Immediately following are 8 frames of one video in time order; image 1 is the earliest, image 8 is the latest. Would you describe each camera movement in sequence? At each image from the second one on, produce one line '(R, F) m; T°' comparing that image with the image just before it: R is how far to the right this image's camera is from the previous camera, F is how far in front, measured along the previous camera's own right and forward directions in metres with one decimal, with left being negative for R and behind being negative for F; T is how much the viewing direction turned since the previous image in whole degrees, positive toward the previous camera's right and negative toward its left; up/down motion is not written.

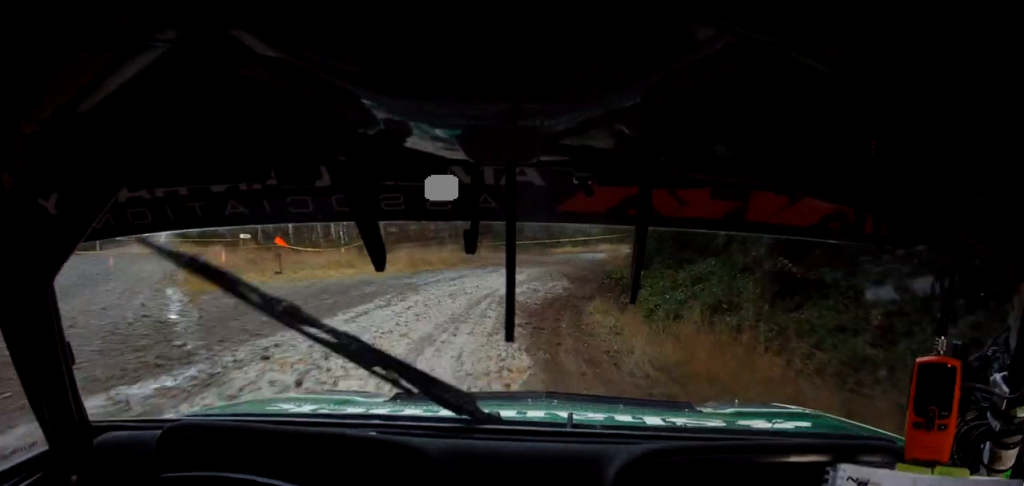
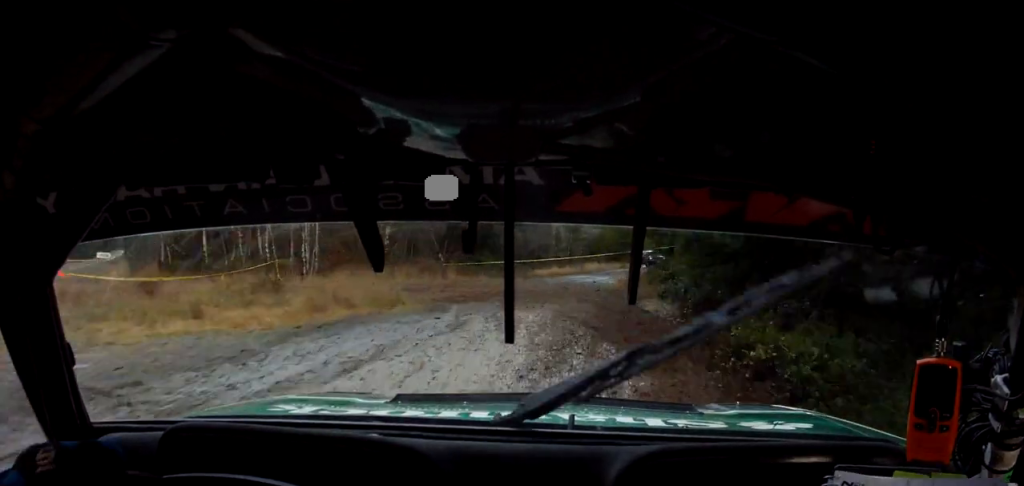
(+0.9, +11.6) m; +5°
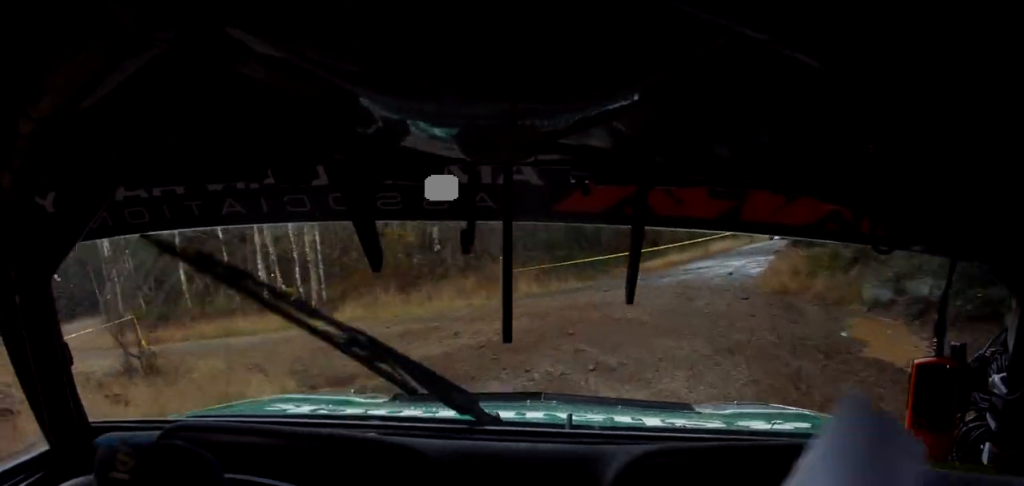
(+0.7, +12.5) m; -7°
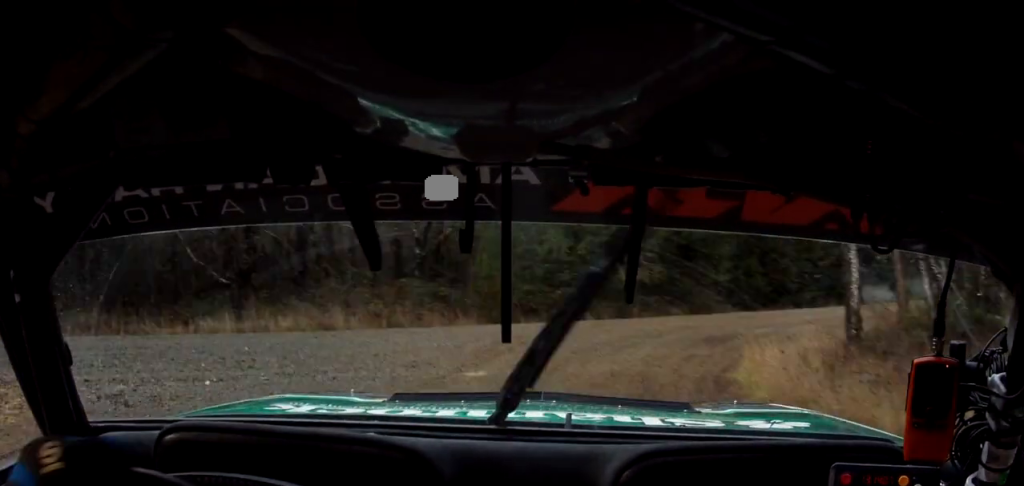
(-6.8, +15.5) m; -42°
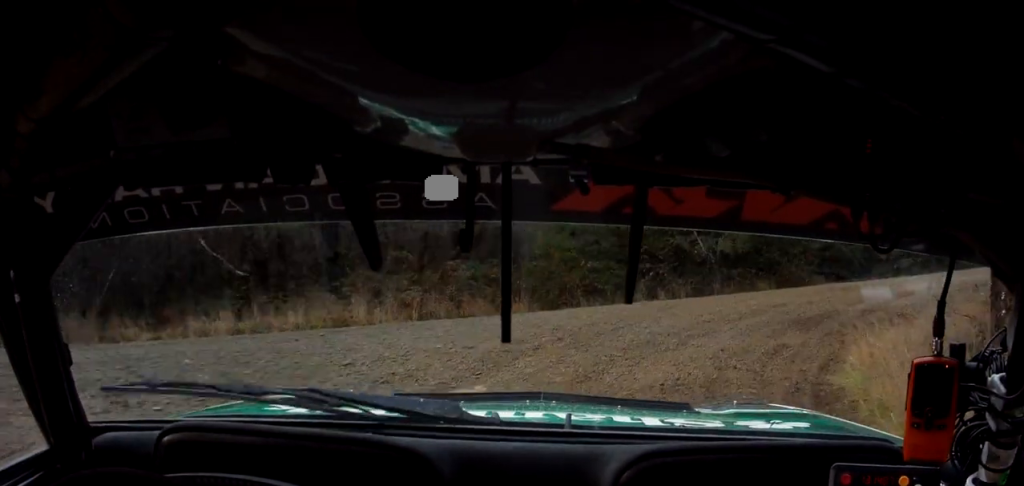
(+0.1, +4.1) m; -4°
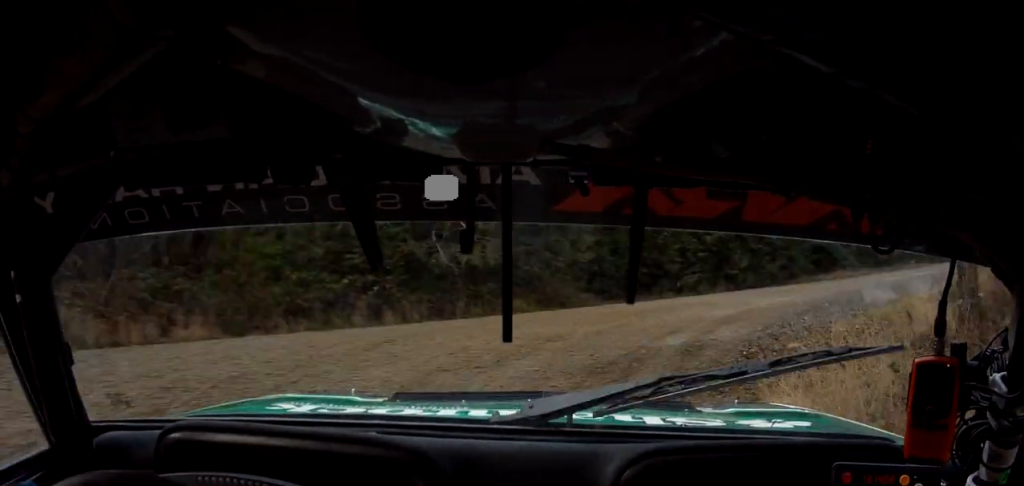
(-0.5, +6.2) m; +3°
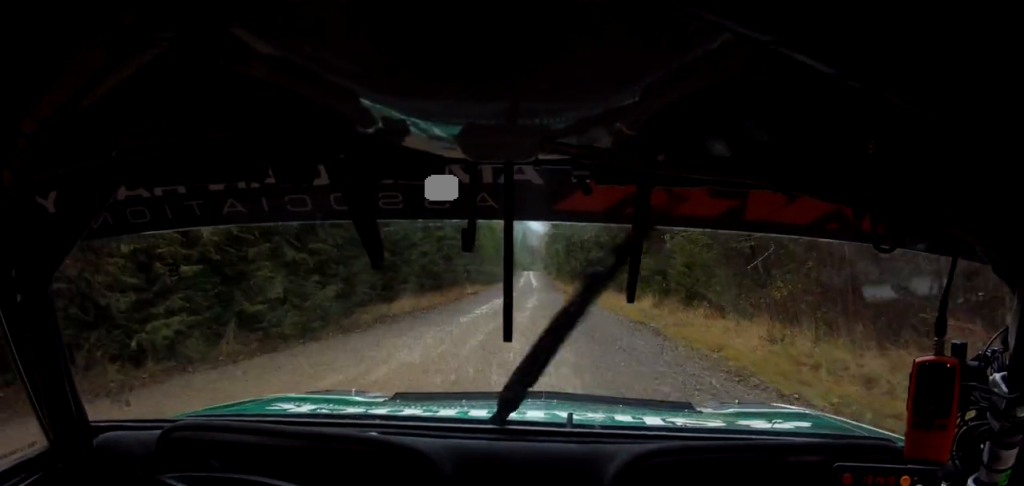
(+2.4, +18.7) m; +16°
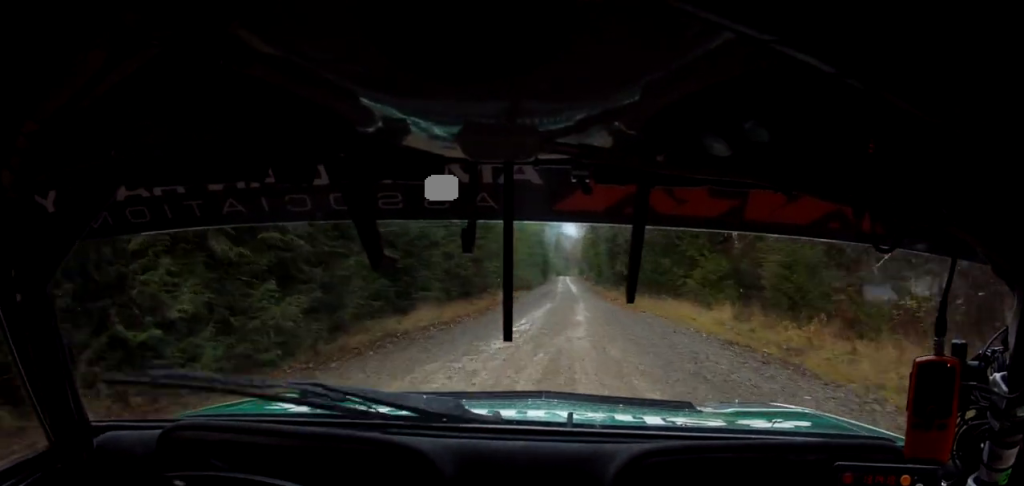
(+0.3, +7.7) m; +3°
